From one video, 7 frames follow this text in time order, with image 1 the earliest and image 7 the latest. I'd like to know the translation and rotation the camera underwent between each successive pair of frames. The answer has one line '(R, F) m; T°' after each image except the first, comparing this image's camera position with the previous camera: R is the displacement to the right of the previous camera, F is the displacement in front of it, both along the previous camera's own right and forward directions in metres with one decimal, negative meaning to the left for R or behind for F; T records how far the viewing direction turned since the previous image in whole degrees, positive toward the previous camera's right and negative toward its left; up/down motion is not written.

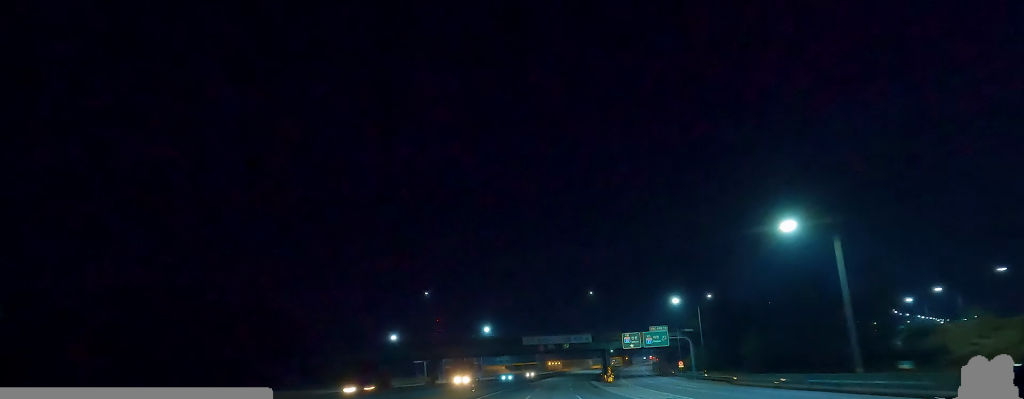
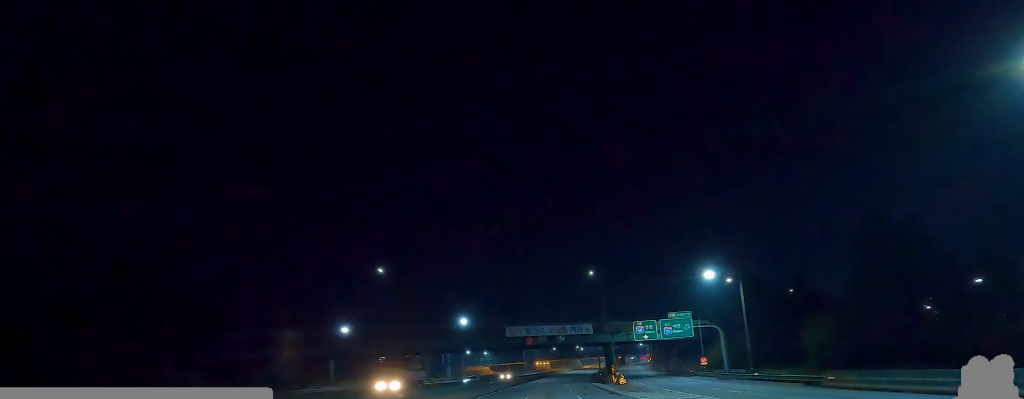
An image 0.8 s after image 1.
(+0.4, +22.6) m; +1°
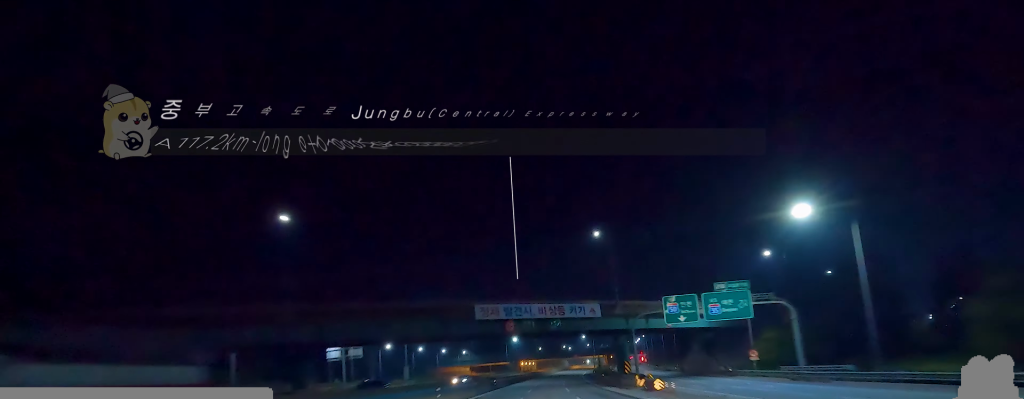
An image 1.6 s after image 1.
(+0.1, +25.5) m; +1°
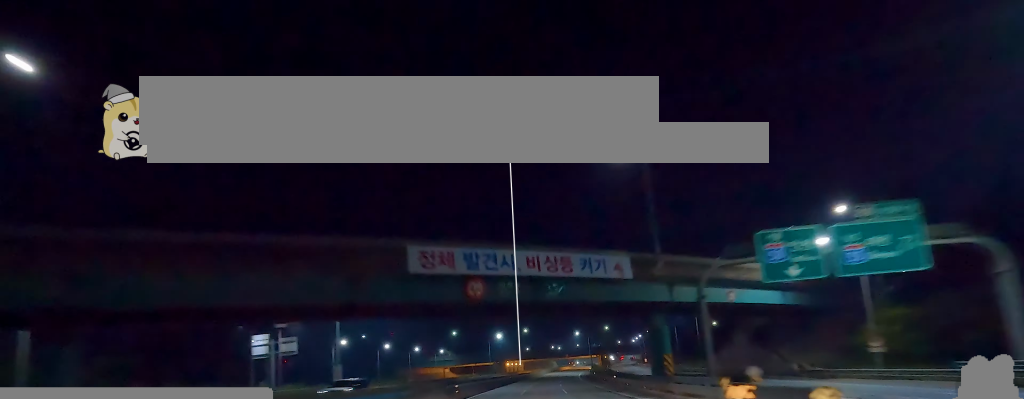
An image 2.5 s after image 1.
(-0.3, +24.7) m; +2°
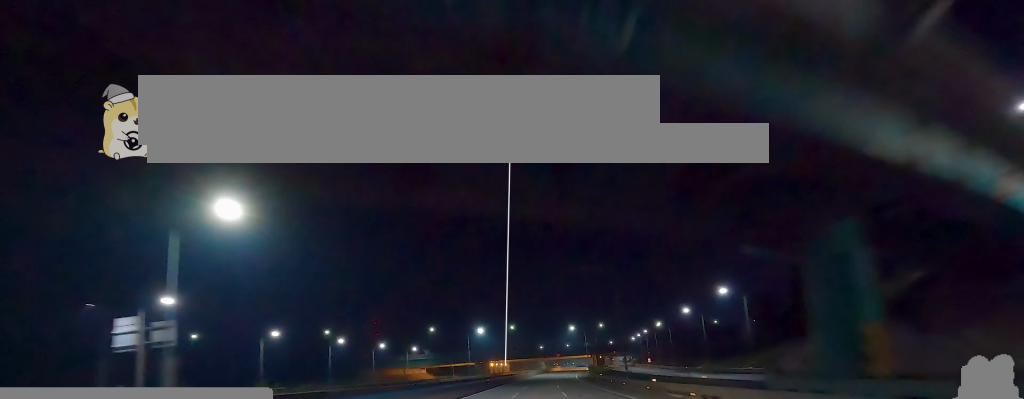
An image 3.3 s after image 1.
(+1.5, +25.5) m; +1°
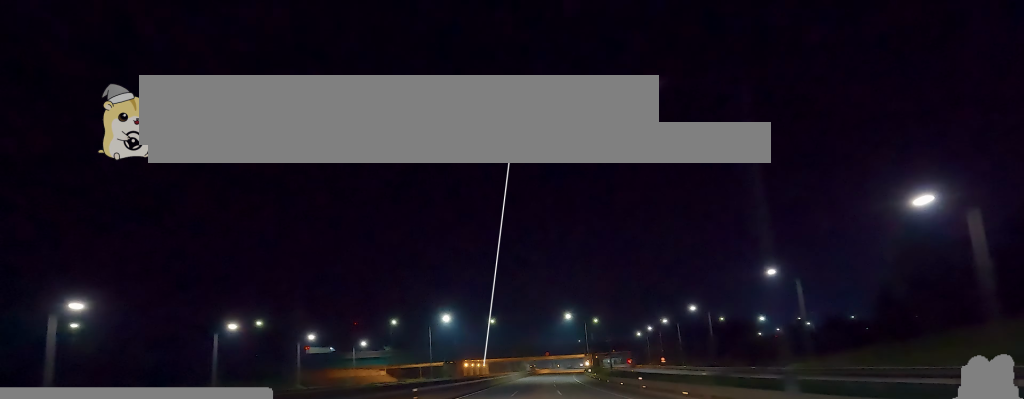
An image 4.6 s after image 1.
(-1.0, +36.0) m; +1°
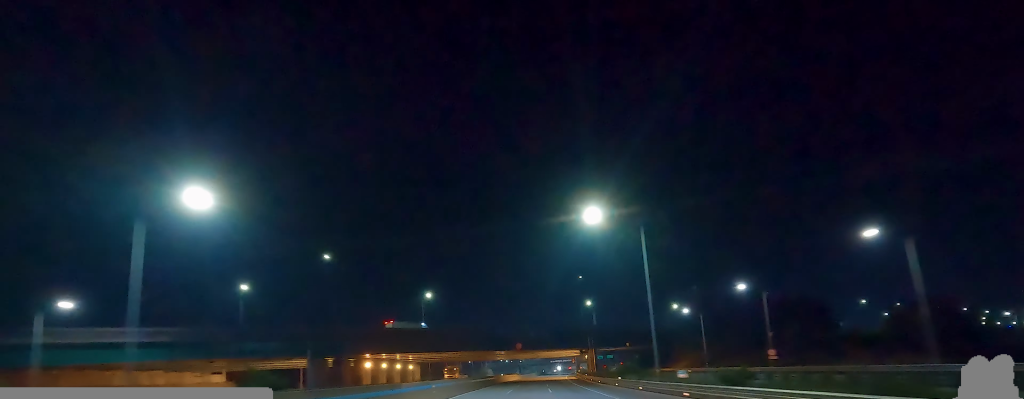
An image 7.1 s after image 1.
(+3.7, +73.8) m; +3°
